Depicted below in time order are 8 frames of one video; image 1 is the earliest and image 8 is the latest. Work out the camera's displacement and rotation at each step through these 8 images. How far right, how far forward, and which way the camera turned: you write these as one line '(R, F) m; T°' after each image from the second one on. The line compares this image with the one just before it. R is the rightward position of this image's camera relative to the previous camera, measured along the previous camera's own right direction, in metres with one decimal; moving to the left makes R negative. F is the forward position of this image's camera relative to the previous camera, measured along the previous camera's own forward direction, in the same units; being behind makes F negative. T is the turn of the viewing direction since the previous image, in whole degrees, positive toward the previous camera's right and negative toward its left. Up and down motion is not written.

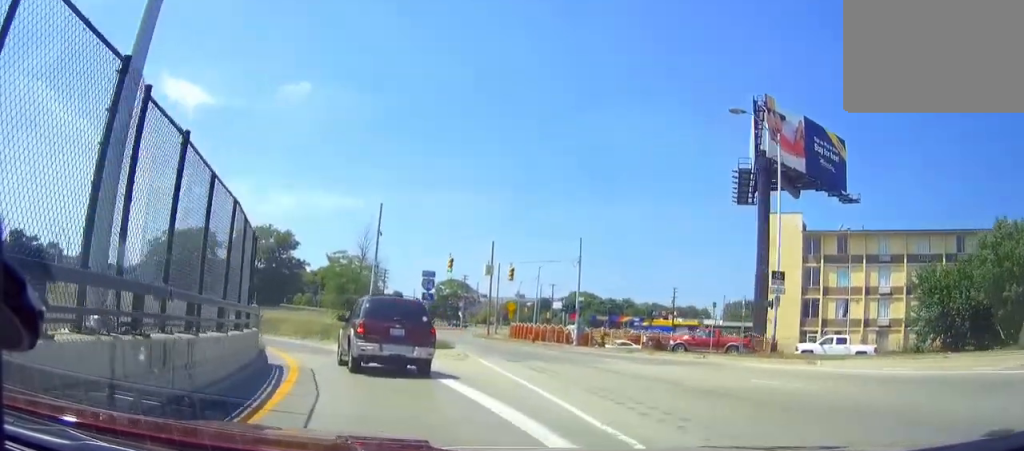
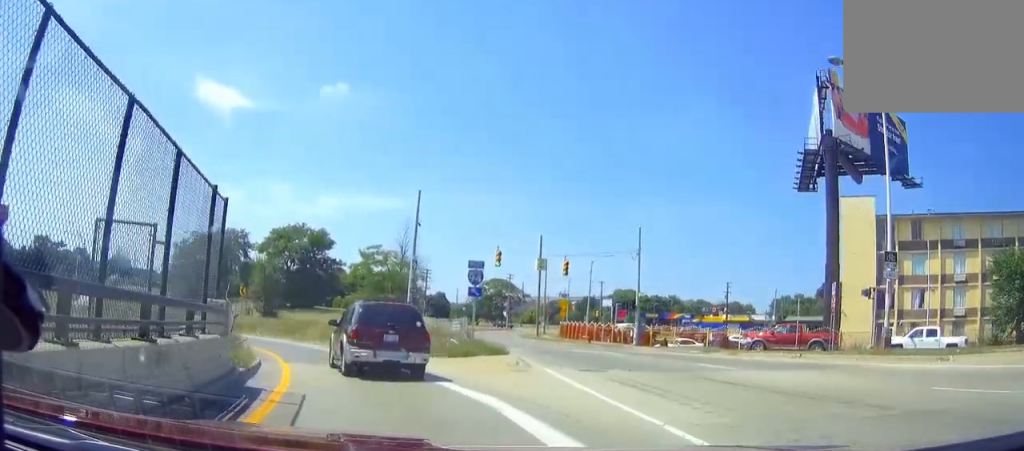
(0.0, +5.8) m; 0°
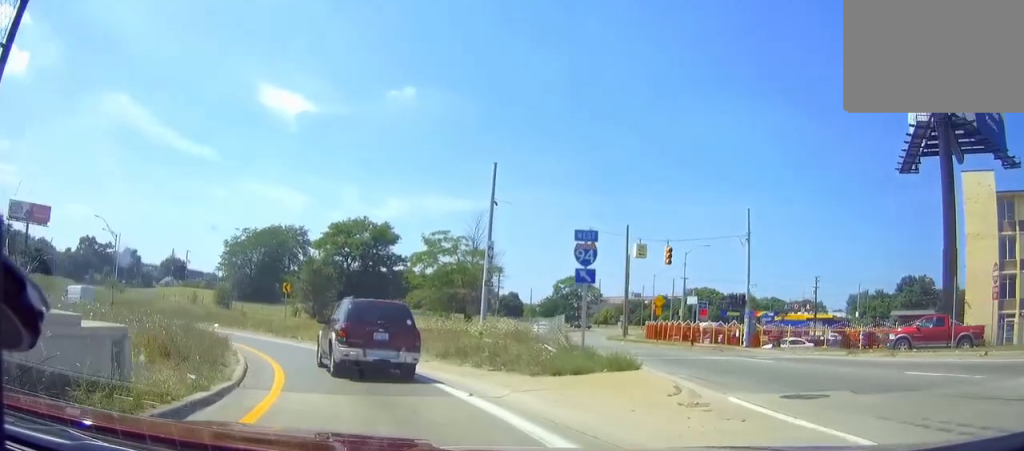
(0.0, +8.1) m; 0°
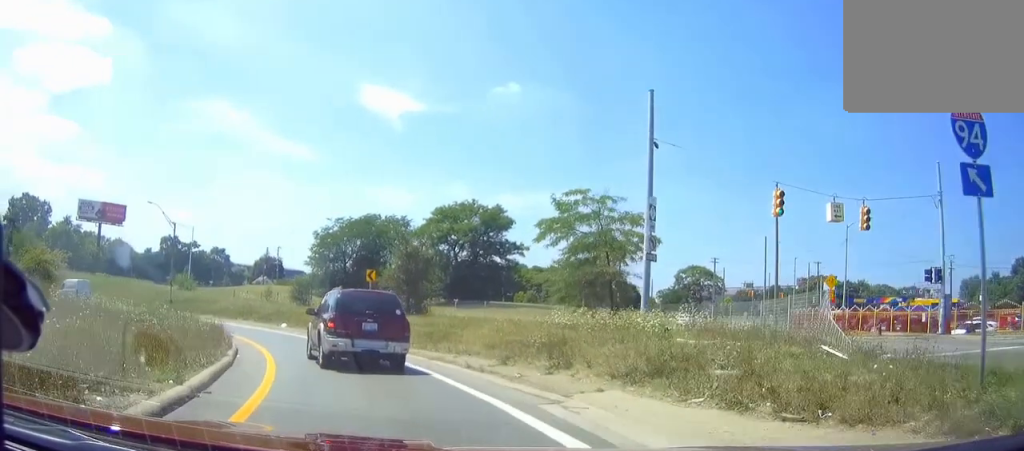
(0.0, +11.2) m; -6°
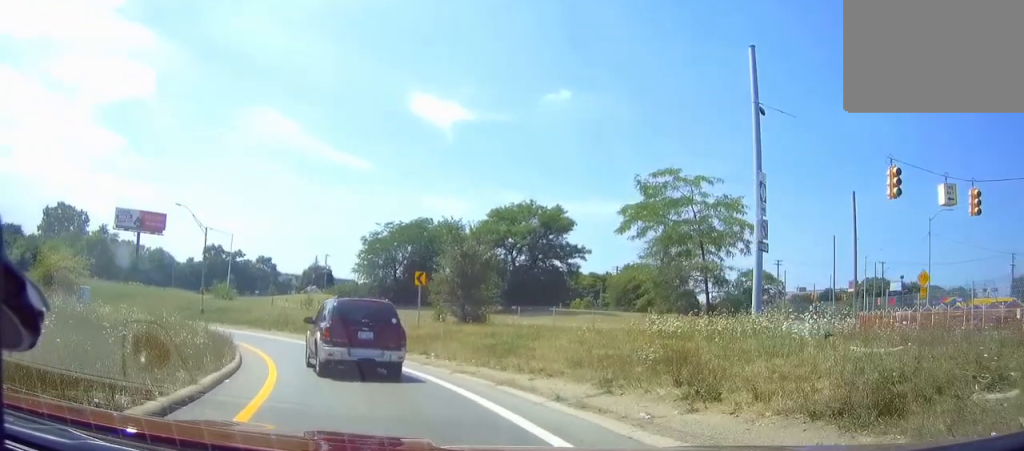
(+0.6, +5.4) m; -5°
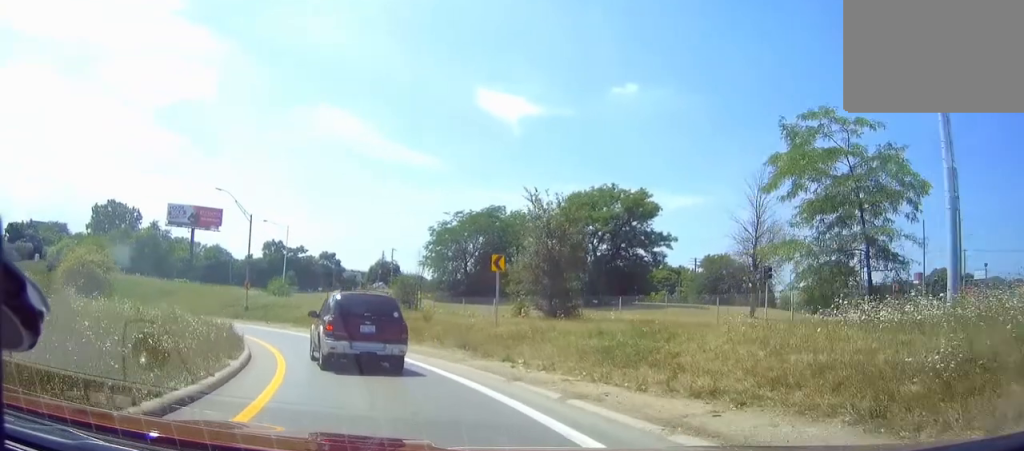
(-1.1, +6.3) m; -8°
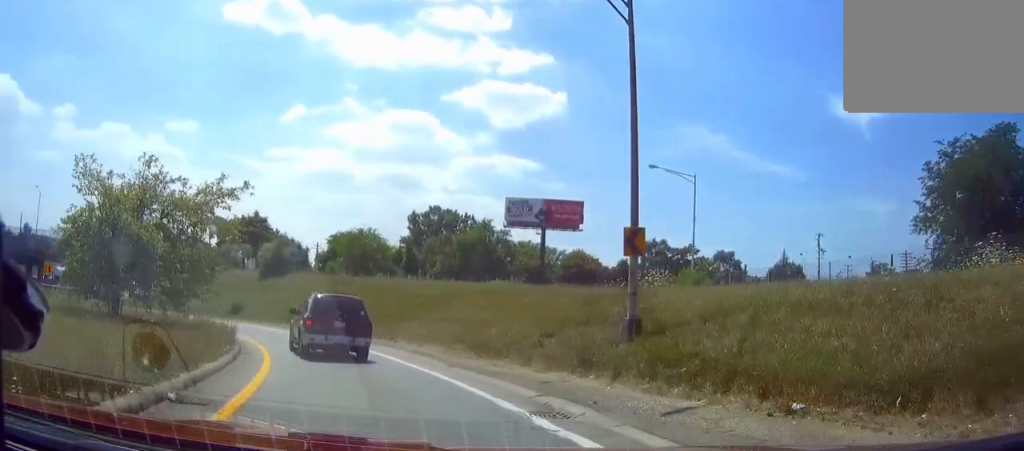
(-13.7, +36.7) m; -37°
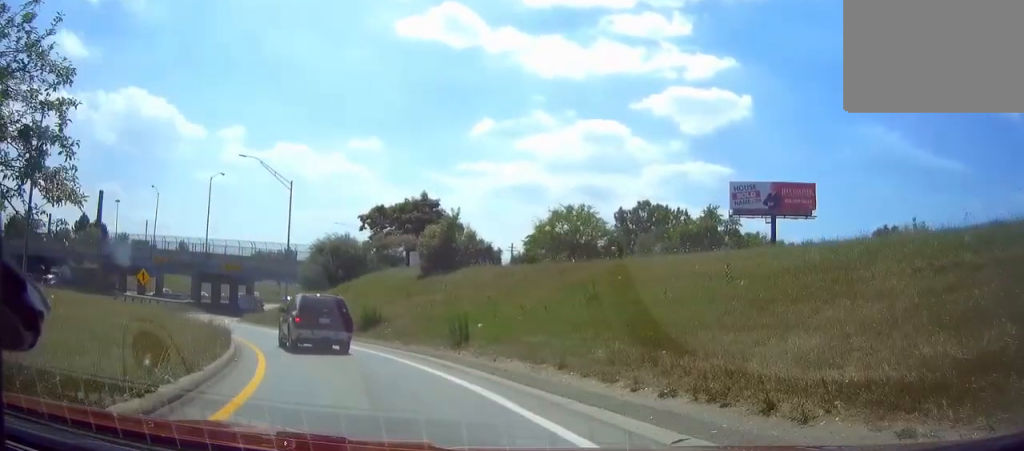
(-3.1, +20.3) m; -19°
